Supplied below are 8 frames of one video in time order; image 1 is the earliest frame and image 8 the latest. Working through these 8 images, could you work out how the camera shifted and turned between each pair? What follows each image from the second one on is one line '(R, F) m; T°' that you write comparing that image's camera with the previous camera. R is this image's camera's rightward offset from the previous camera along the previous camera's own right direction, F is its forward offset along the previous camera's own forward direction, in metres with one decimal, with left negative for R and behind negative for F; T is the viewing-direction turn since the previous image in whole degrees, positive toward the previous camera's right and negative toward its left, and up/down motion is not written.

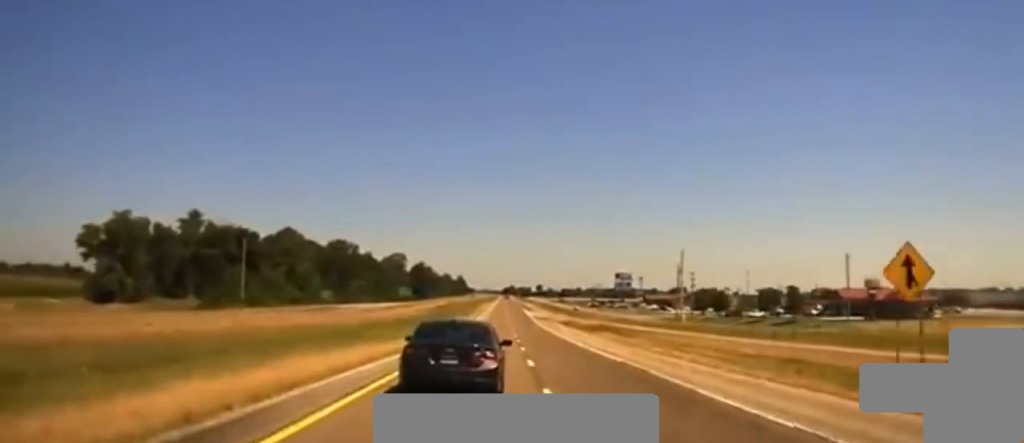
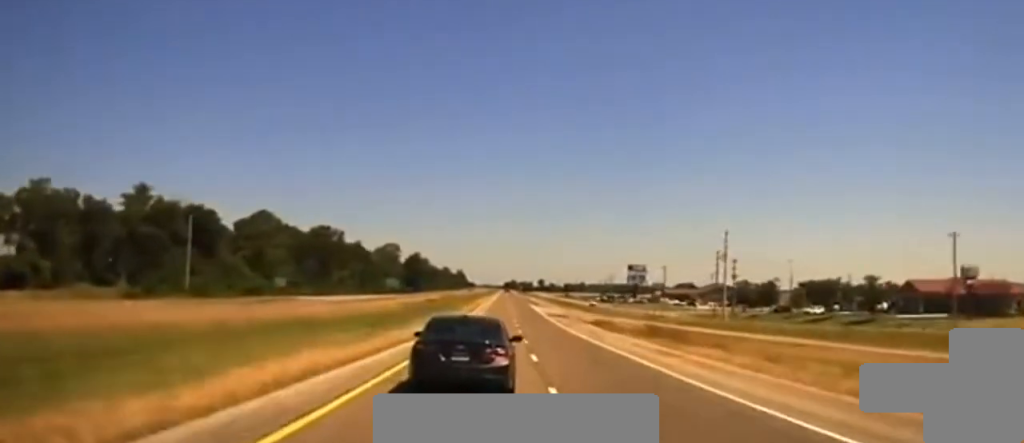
(-0.1, +38.7) m; 0°
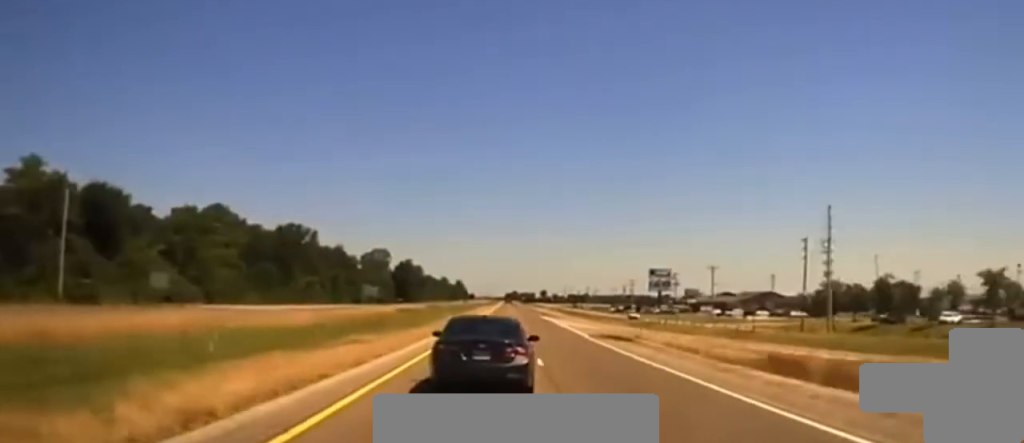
(-0.2, +50.4) m; 0°
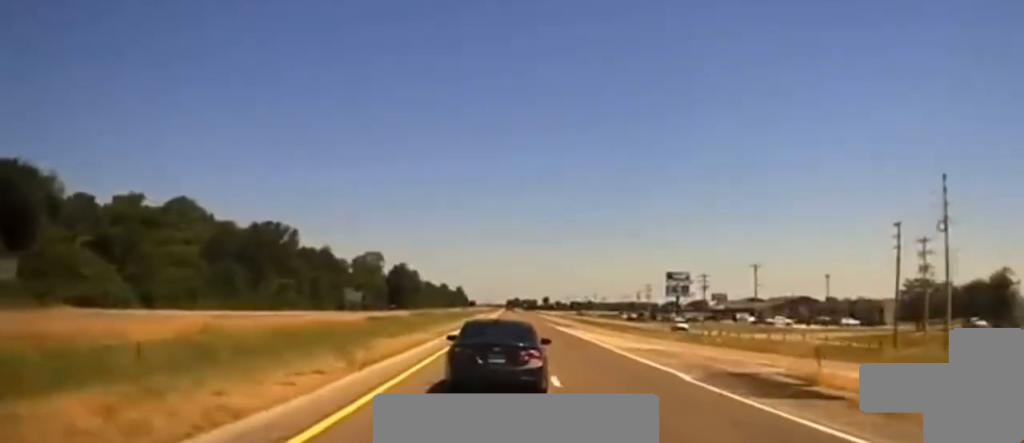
(+0.2, +30.2) m; 0°
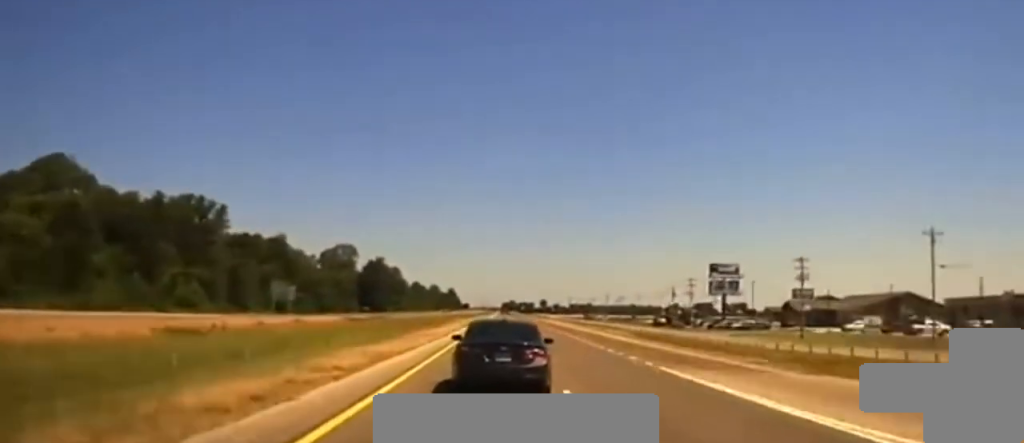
(0.0, +61.8) m; 0°
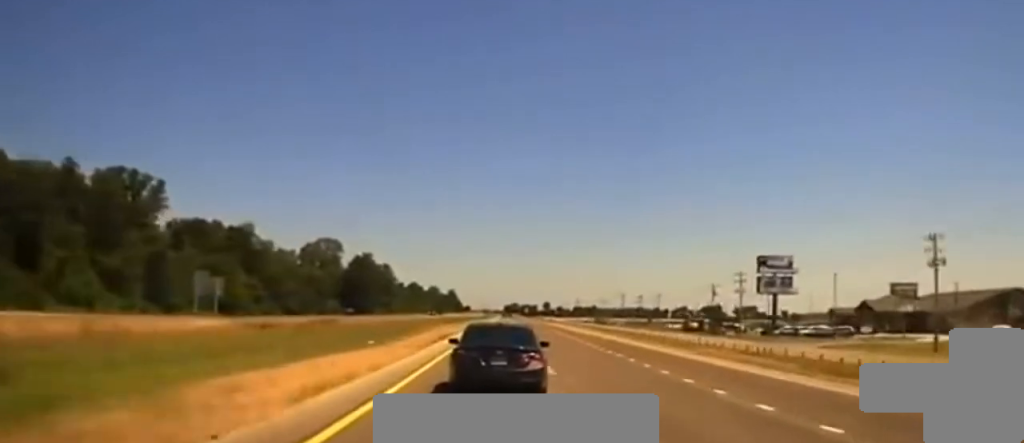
(0.0, +35.3) m; 0°
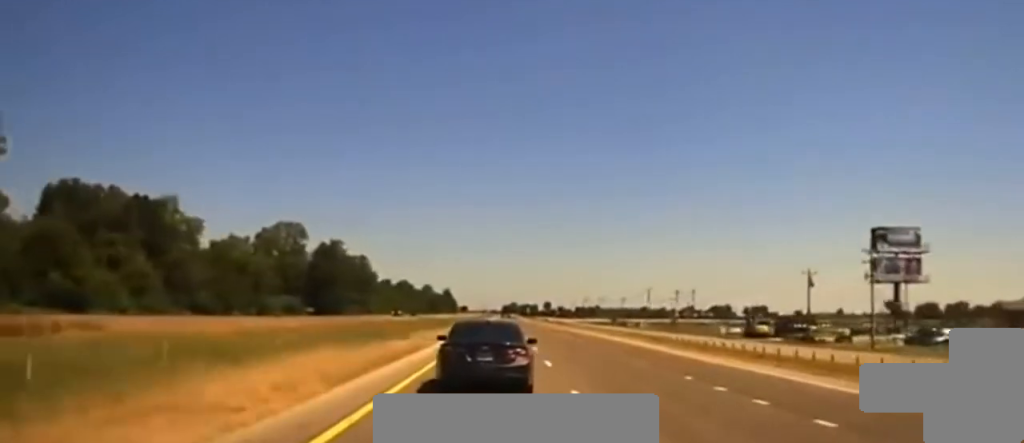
(0.0, +58.8) m; 0°
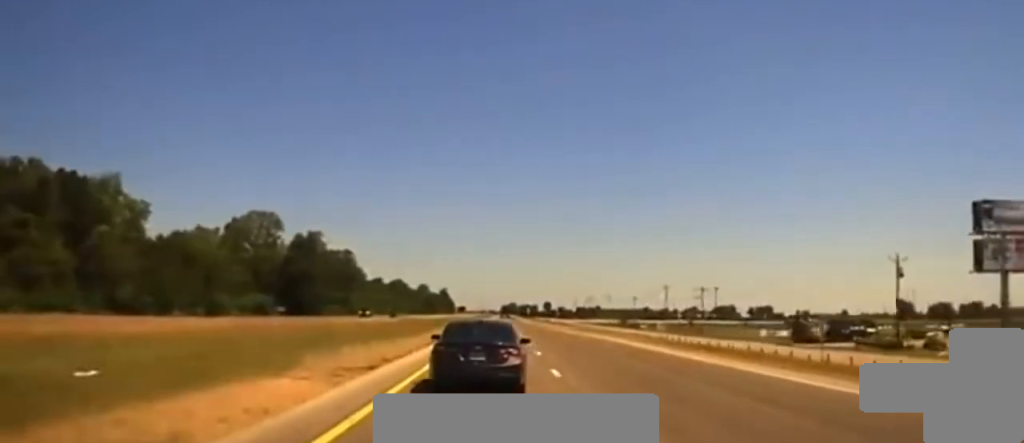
(0.0, +31.8) m; 0°
